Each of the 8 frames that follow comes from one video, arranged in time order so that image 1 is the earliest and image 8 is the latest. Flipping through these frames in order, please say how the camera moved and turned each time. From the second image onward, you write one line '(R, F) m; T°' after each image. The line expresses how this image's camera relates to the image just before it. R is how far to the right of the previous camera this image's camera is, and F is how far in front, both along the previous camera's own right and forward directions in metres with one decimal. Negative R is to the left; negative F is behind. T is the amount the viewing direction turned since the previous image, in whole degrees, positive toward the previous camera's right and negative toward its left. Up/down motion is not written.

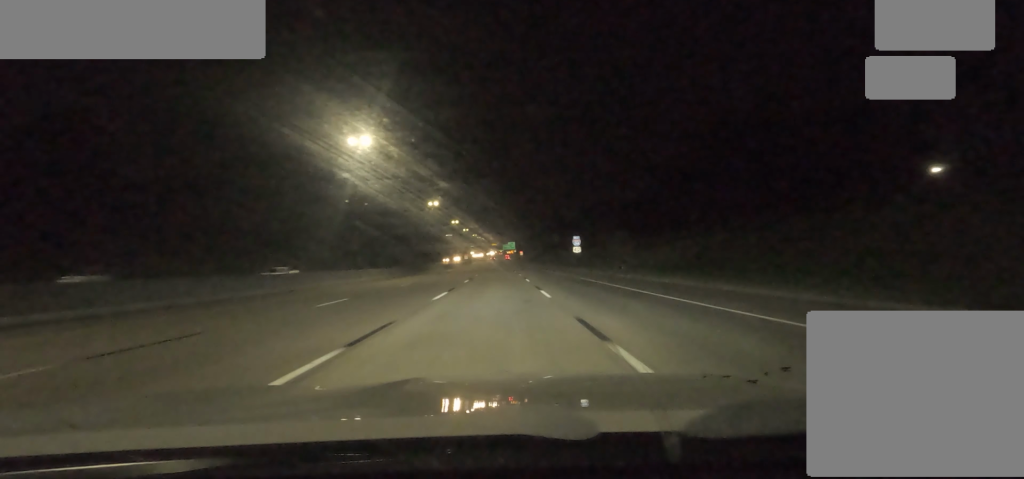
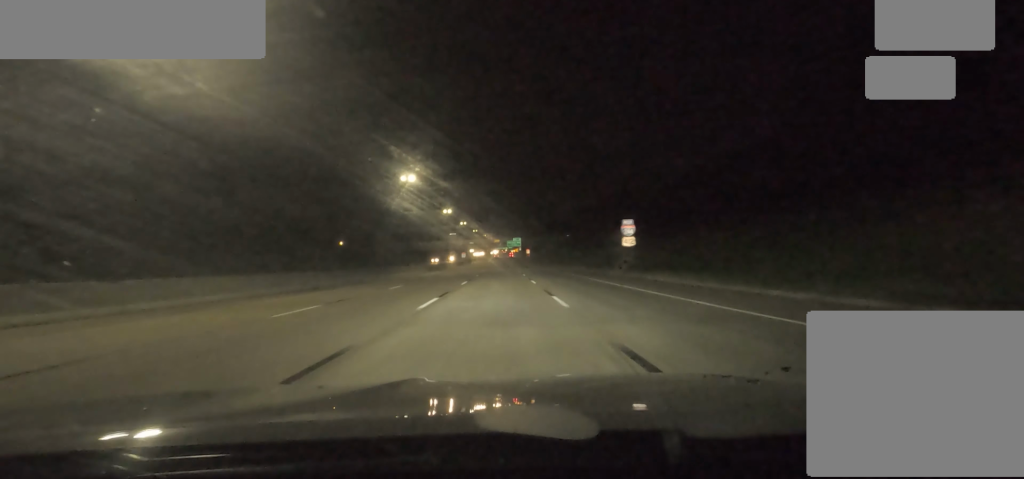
(0.0, +29.7) m; 0°
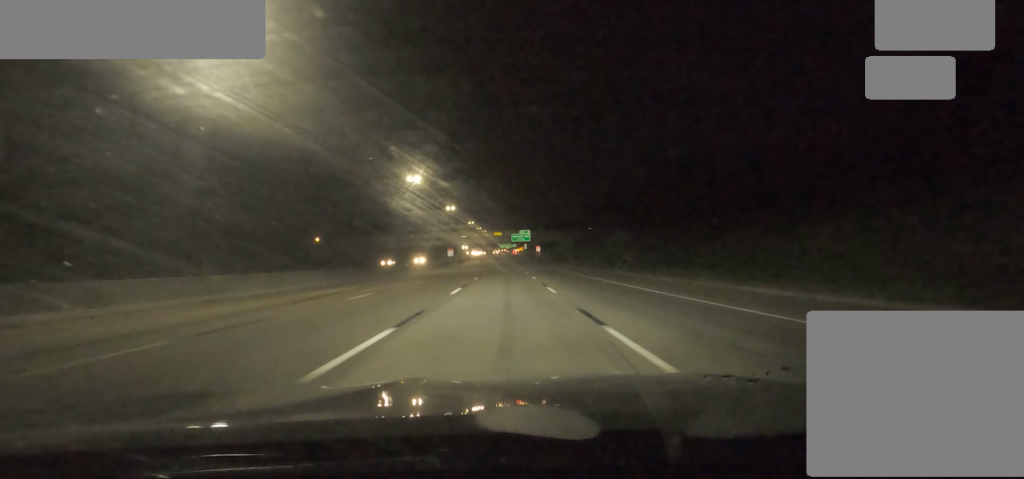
(0.0, +48.7) m; 0°
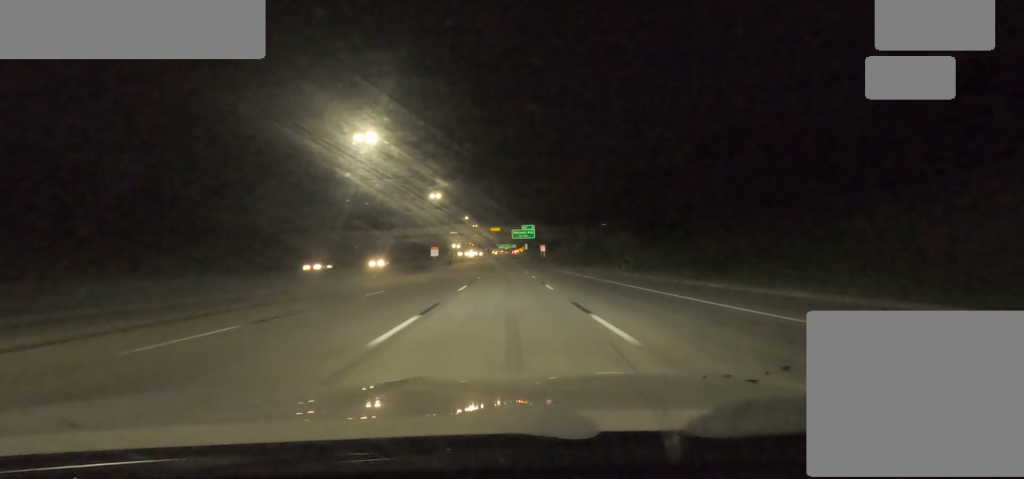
(0.0, +25.2) m; 0°
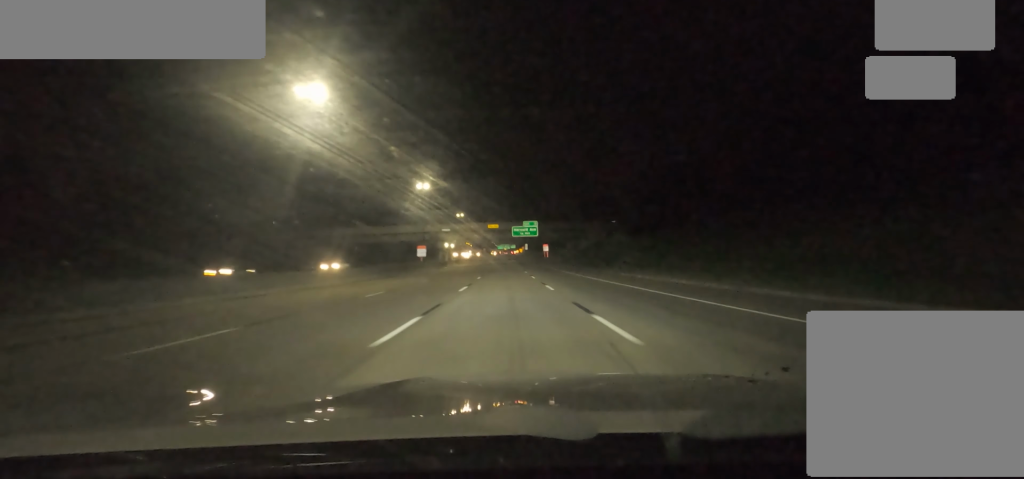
(0.0, +13.6) m; 0°
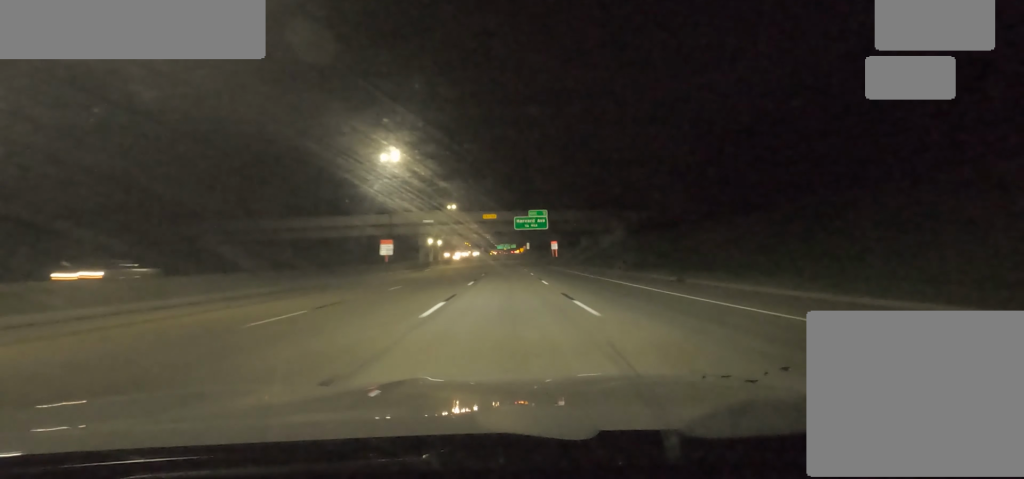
(0.0, +23.8) m; 0°
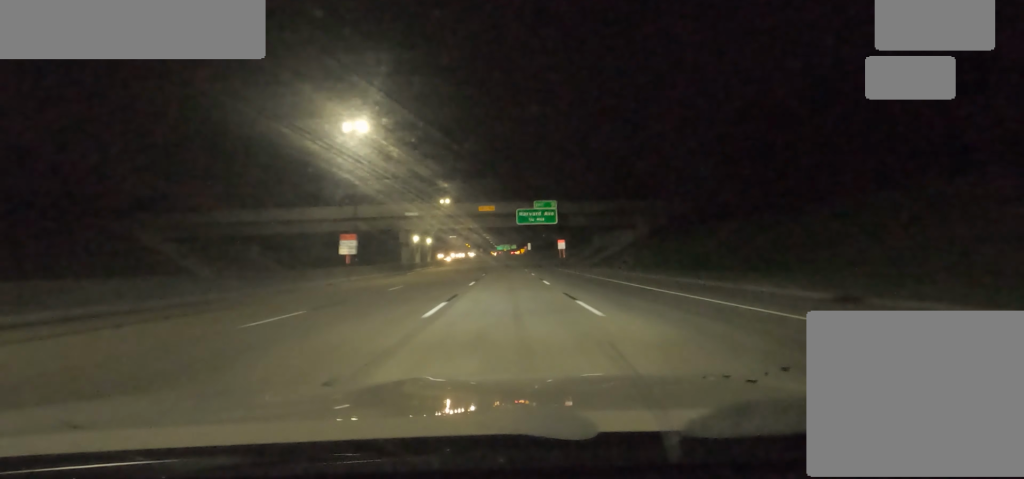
(0.0, +13.2) m; +1°
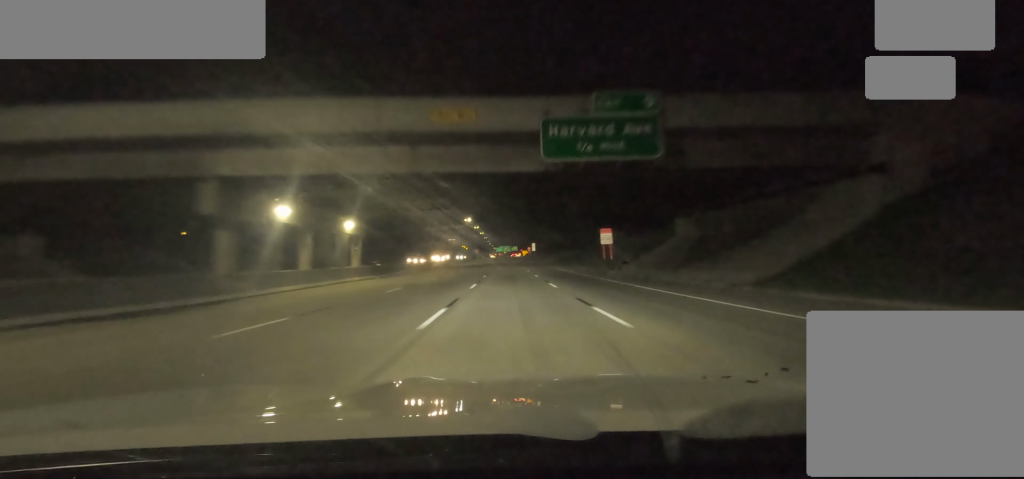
(+1.6, +42.3) m; +2°
